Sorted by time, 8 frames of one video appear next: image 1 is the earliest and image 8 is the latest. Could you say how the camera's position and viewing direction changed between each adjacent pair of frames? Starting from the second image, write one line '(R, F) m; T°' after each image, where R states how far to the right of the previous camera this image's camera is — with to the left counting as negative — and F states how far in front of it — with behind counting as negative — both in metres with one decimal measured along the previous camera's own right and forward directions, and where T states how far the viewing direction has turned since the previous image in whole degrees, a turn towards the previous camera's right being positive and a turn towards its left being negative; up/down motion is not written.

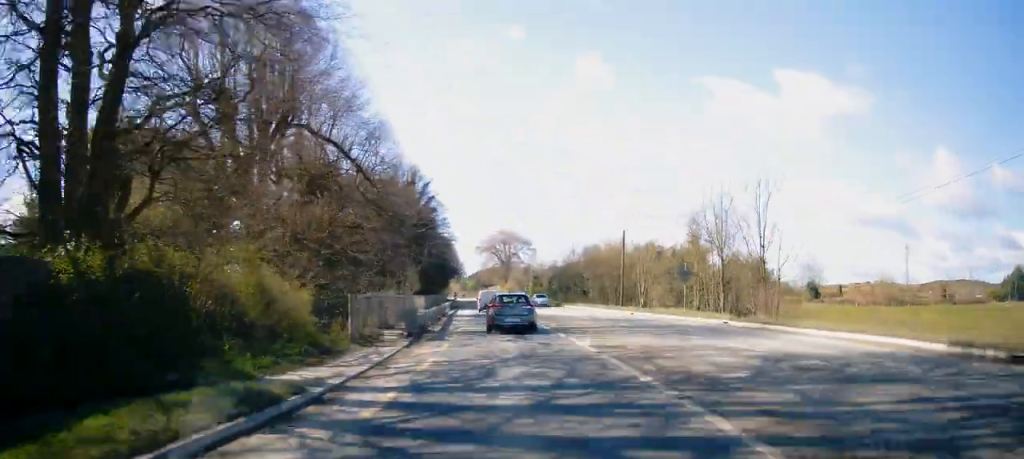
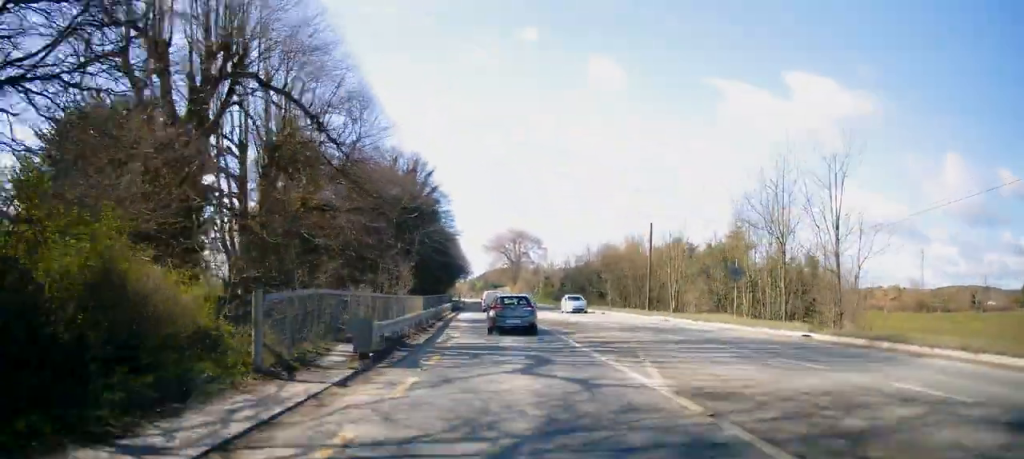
(-0.2, +7.0) m; -1°
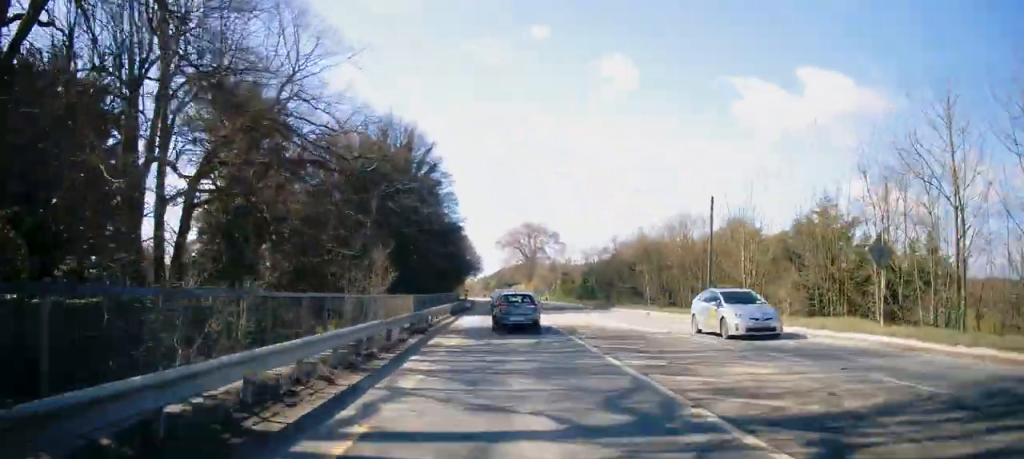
(-0.1, +11.6) m; -2°
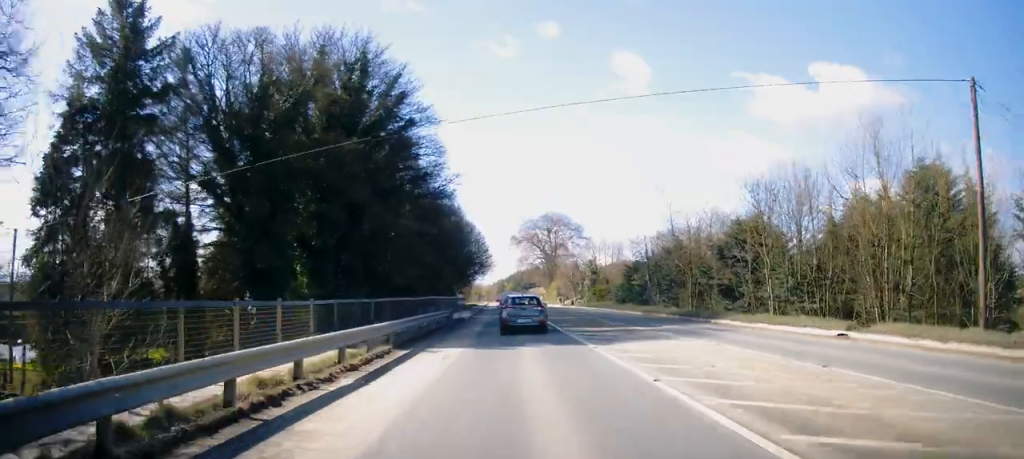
(-0.7, +22.2) m; -3°
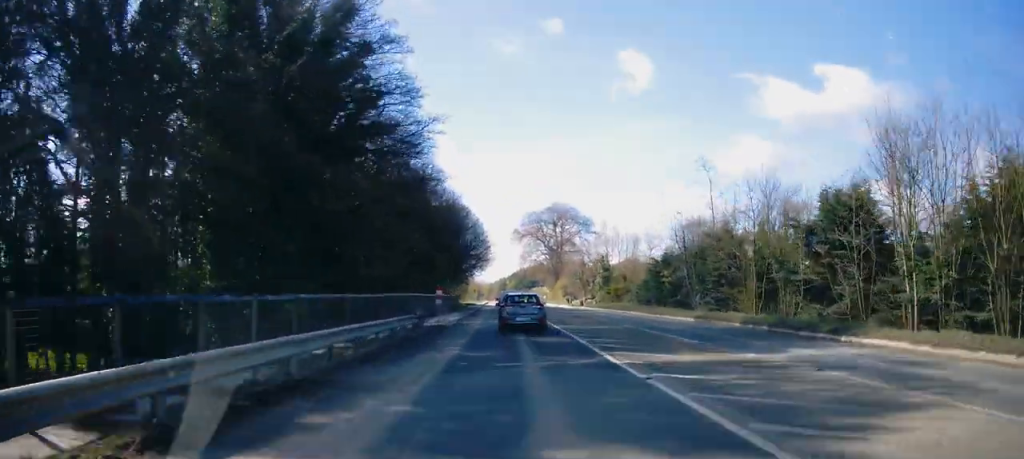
(0.0, +11.6) m; +1°
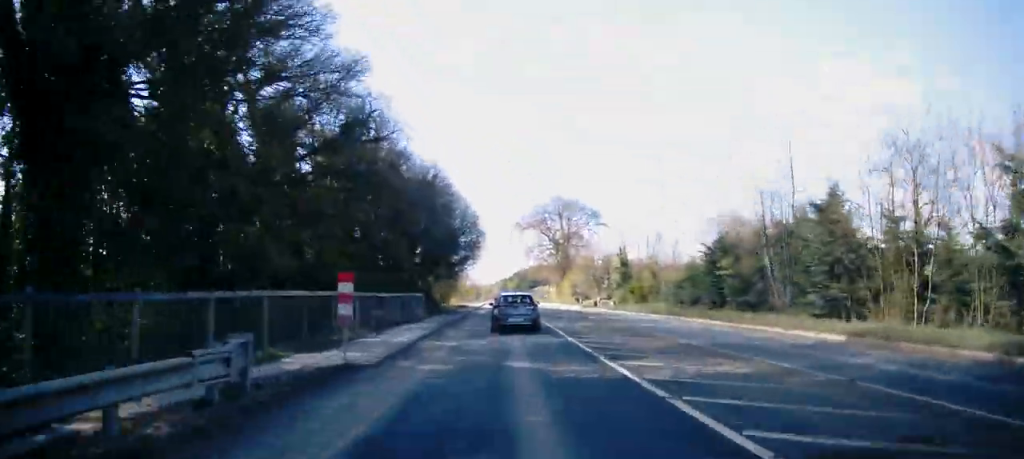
(+0.2, +14.3) m; 0°
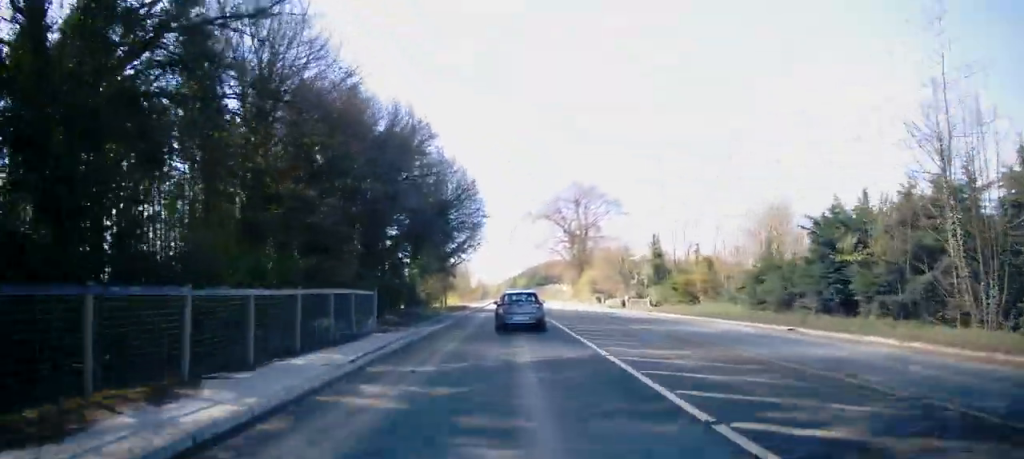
(-0.1, +13.8) m; -1°
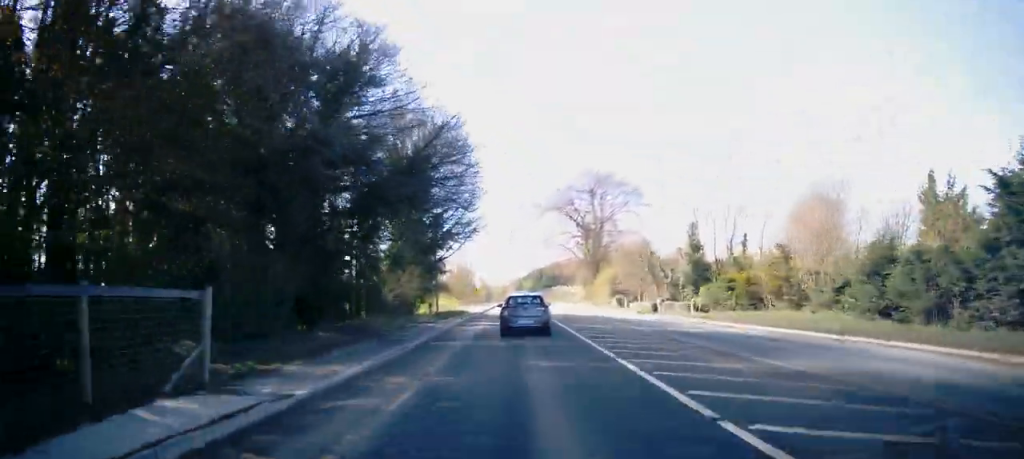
(-0.2, +12.1) m; 0°
